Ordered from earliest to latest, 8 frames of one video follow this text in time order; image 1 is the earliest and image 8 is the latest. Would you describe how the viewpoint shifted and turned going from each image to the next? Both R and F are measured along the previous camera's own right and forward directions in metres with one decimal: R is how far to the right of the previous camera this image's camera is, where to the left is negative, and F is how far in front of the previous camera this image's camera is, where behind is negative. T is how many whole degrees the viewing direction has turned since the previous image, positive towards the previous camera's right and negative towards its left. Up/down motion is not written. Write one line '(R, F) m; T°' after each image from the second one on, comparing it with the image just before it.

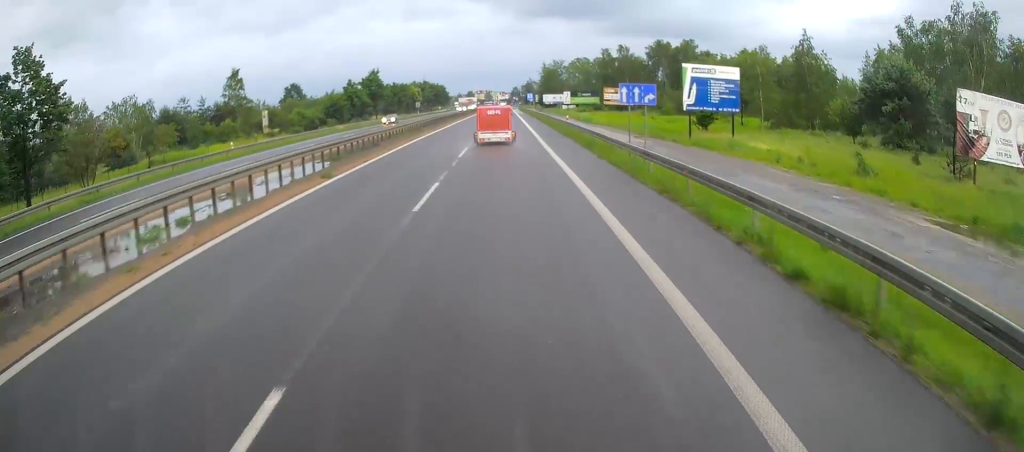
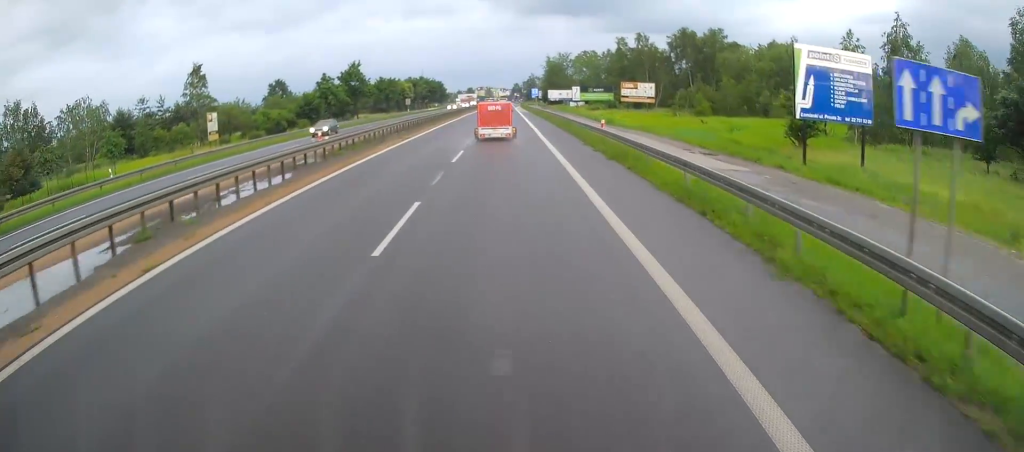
(-0.1, +15.8) m; 0°
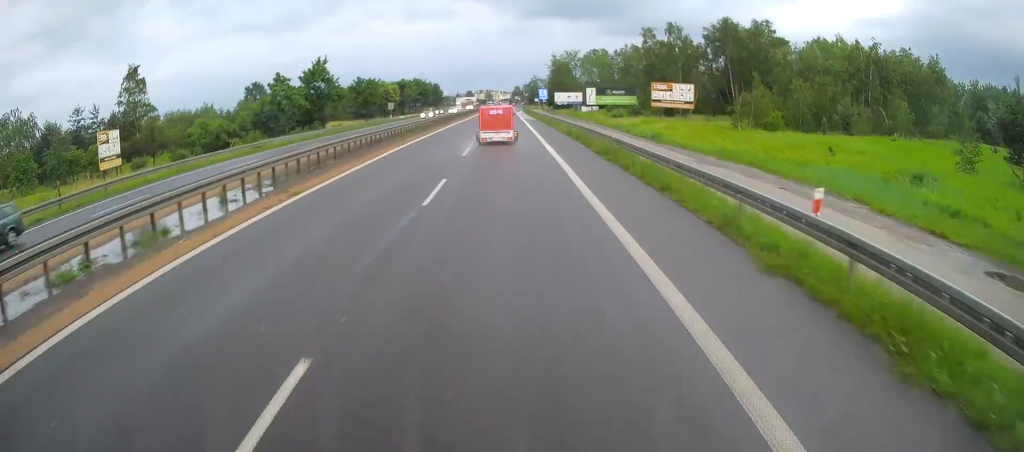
(+0.1, +19.8) m; 0°
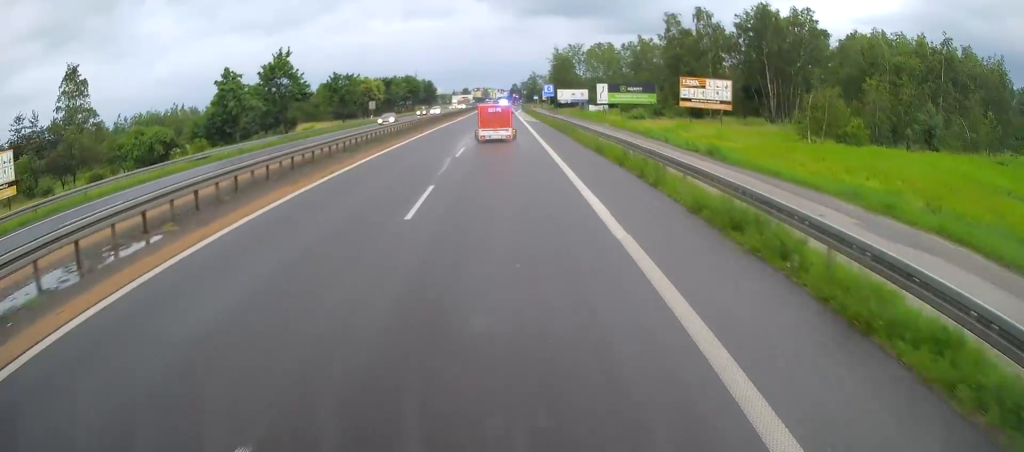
(0.0, +13.7) m; 0°
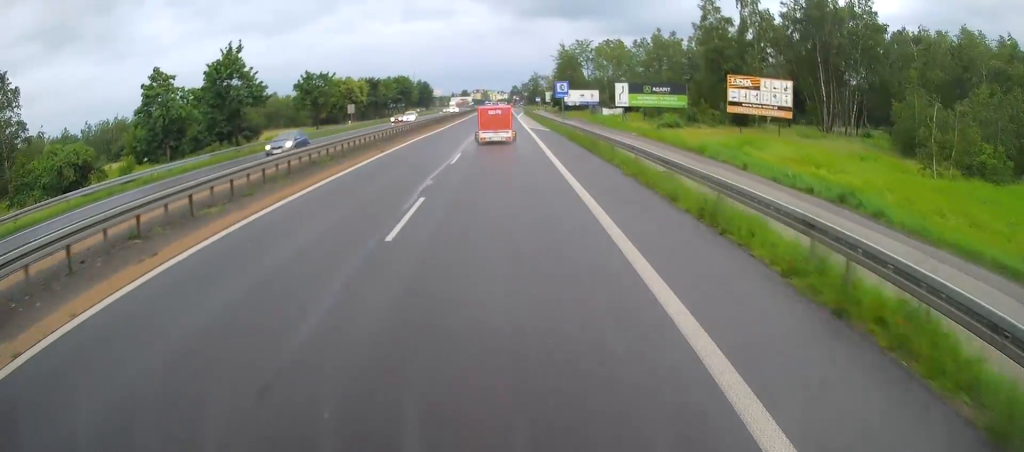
(0.0, +13.7) m; 0°
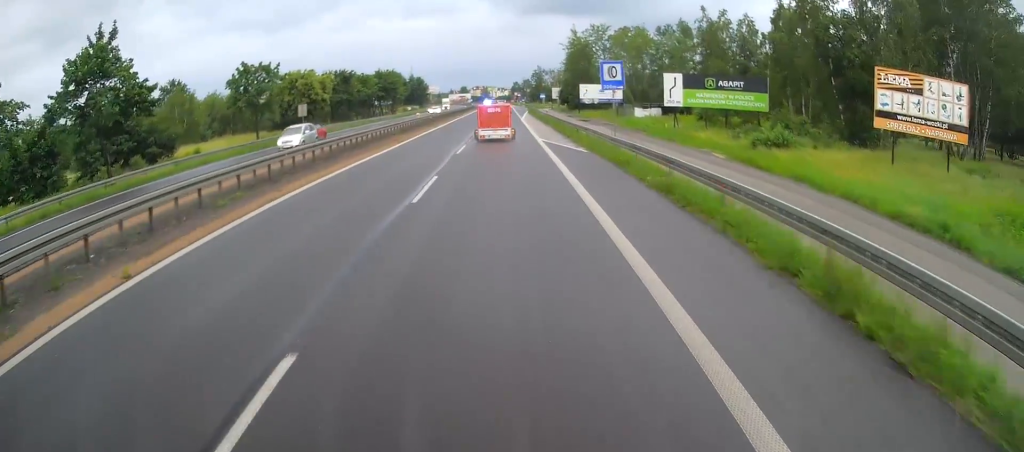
(0.0, +20.8) m; 0°
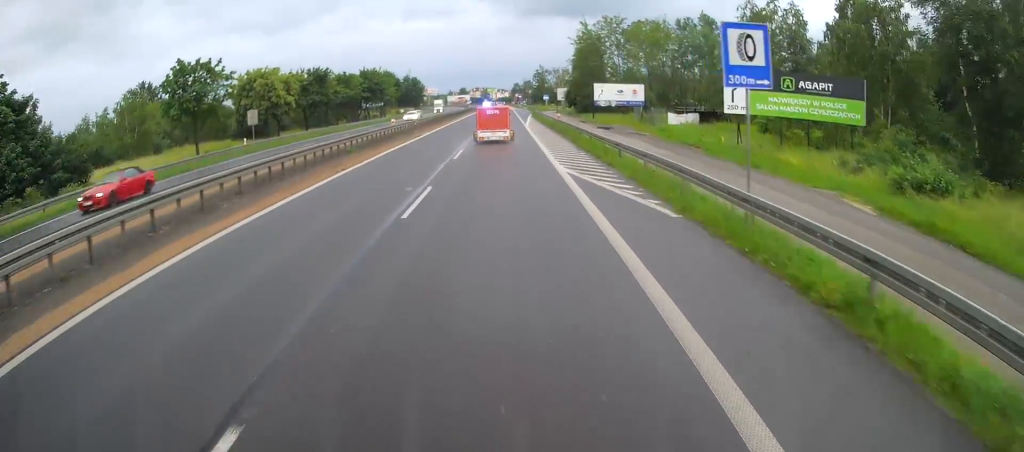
(+0.1, +13.2) m; +1°
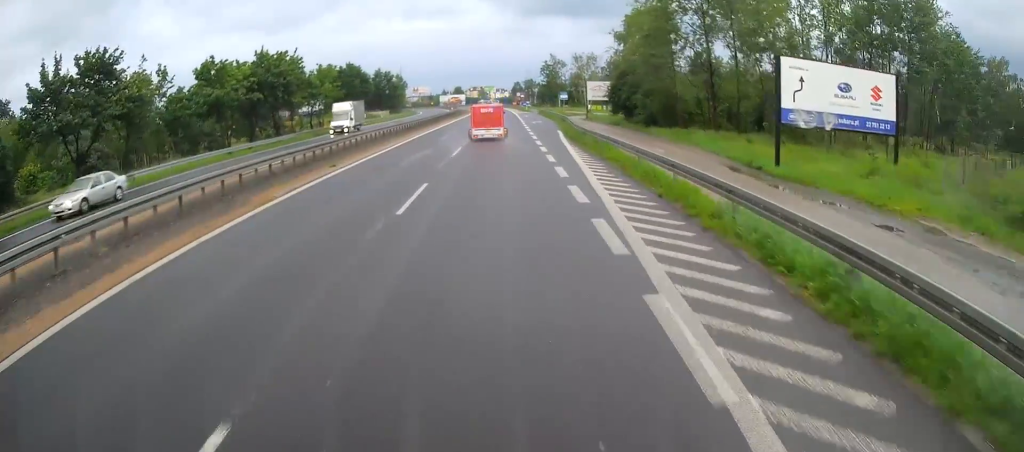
(+0.1, +47.6) m; -1°
